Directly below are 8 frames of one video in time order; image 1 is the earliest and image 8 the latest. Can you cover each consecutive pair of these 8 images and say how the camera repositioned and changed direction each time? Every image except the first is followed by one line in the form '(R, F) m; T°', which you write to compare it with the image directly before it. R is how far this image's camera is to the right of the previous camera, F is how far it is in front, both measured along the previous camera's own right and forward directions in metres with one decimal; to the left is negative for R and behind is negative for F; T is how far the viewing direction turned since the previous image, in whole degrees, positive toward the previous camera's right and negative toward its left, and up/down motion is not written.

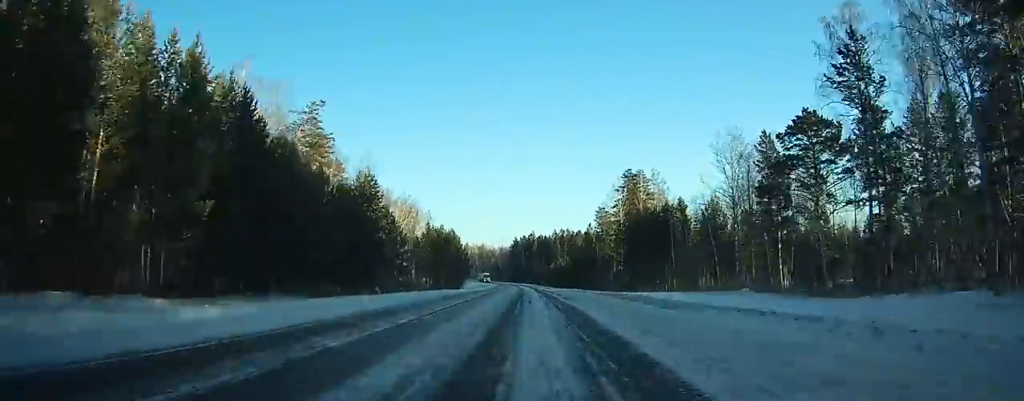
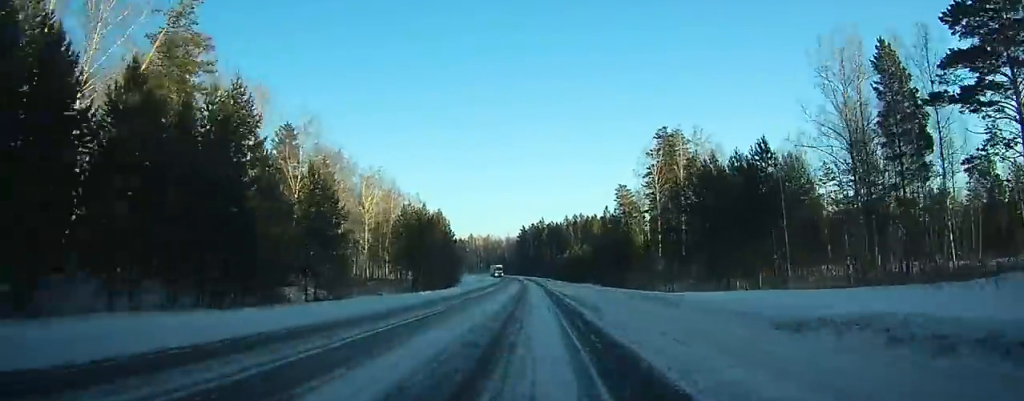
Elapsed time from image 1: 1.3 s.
(-0.1, +30.9) m; -1°
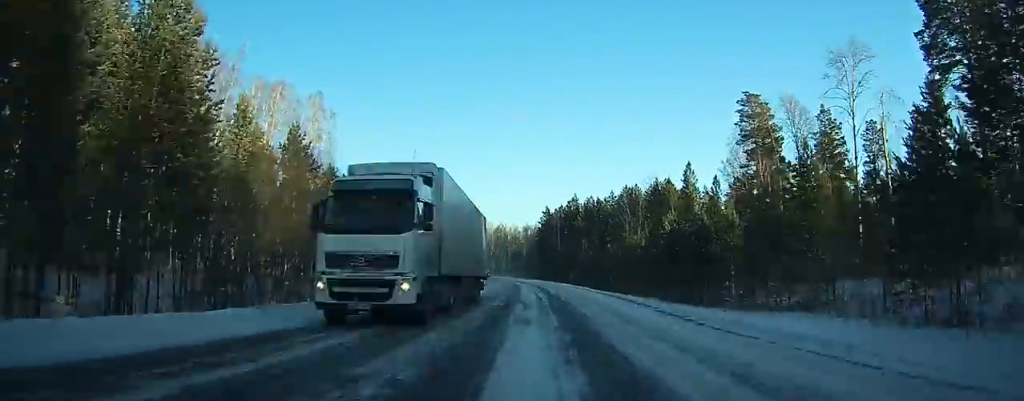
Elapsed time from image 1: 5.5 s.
(-2.0, +92.3) m; -2°
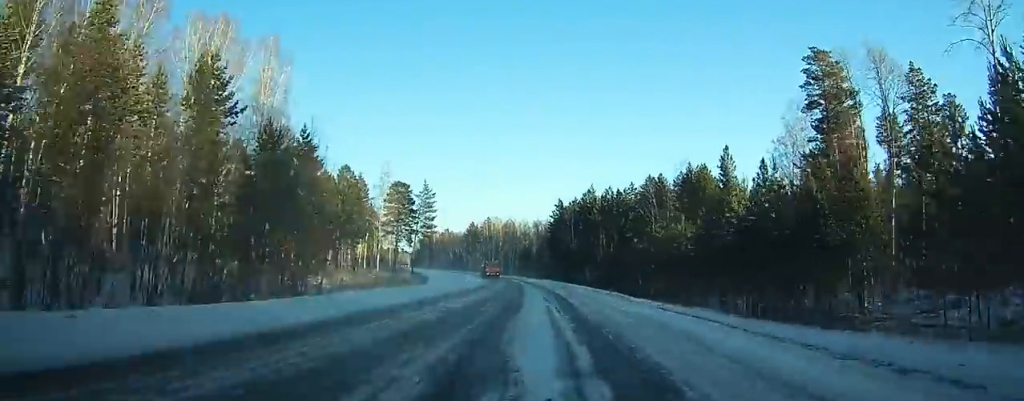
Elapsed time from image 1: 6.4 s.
(+0.1, +18.3) m; 0°
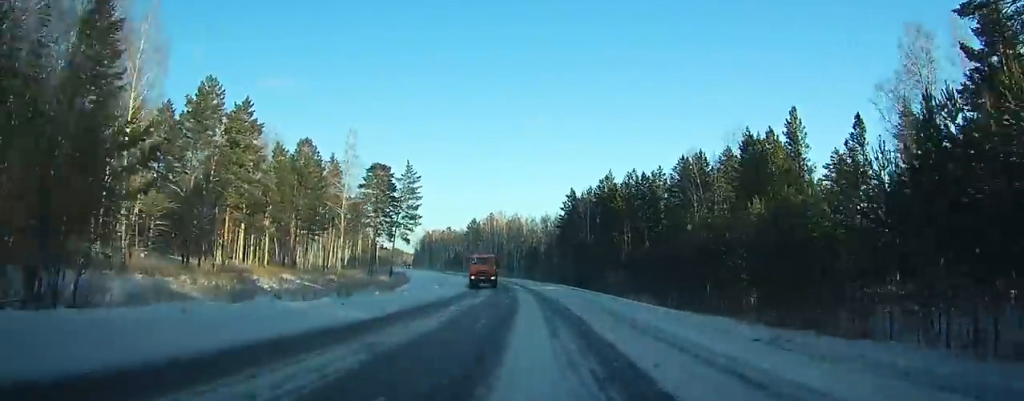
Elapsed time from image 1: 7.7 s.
(-0.3, +27.5) m; -1°
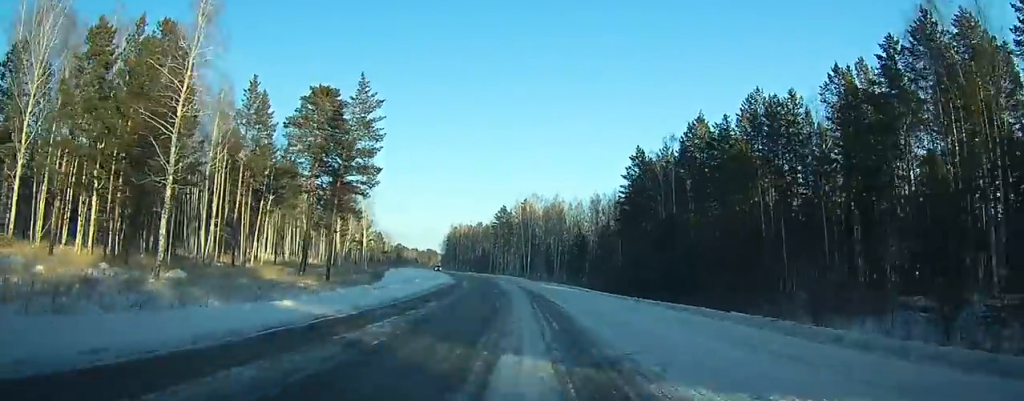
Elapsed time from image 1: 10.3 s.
(-1.0, +53.1) m; -4°
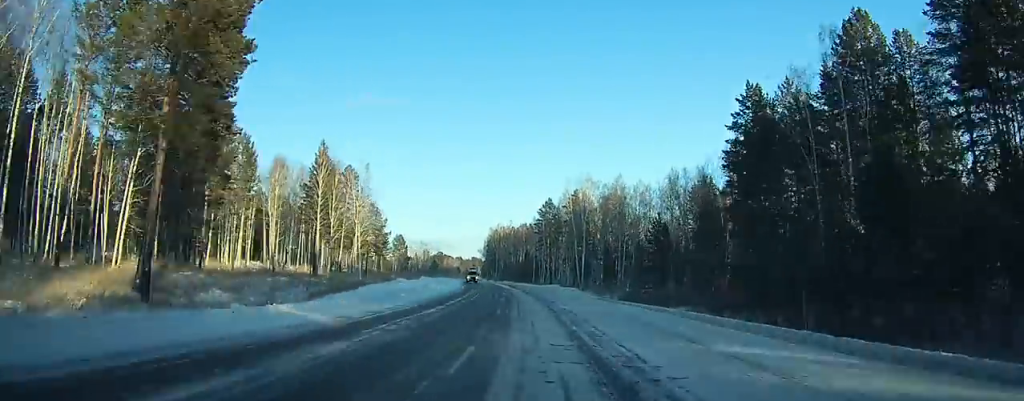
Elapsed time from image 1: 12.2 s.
(-1.5, +37.8) m; -4°
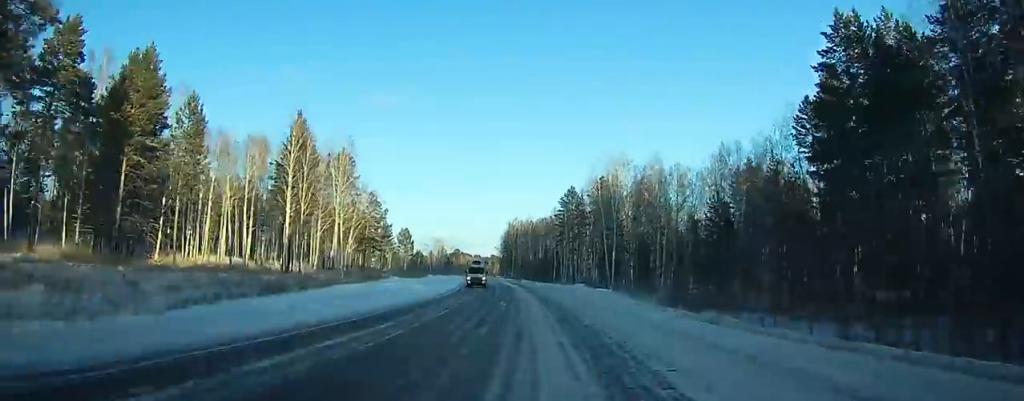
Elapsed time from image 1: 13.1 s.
(-0.5, +18.9) m; -2°
